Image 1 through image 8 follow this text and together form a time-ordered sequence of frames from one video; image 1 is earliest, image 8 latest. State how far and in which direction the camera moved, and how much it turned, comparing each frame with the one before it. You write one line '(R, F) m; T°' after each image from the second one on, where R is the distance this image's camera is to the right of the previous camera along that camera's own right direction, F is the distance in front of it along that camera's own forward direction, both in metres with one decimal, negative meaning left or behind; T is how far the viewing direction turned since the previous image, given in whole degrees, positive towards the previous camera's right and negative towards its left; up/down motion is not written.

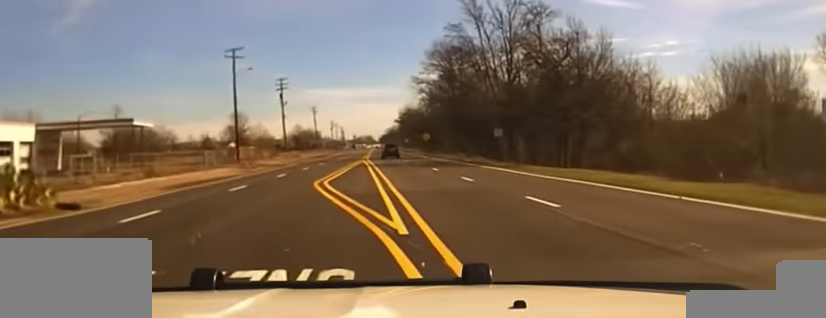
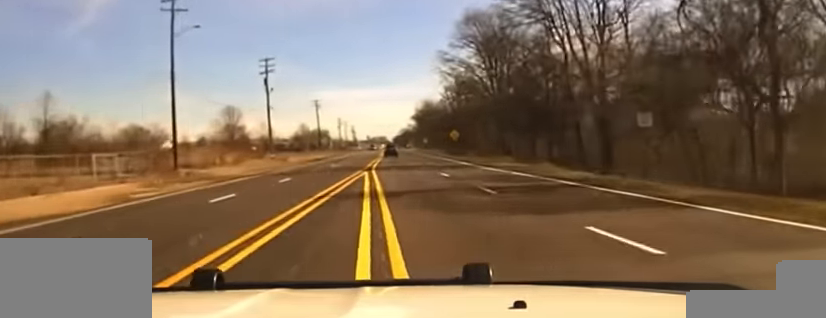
(-0.3, +30.5) m; -1°
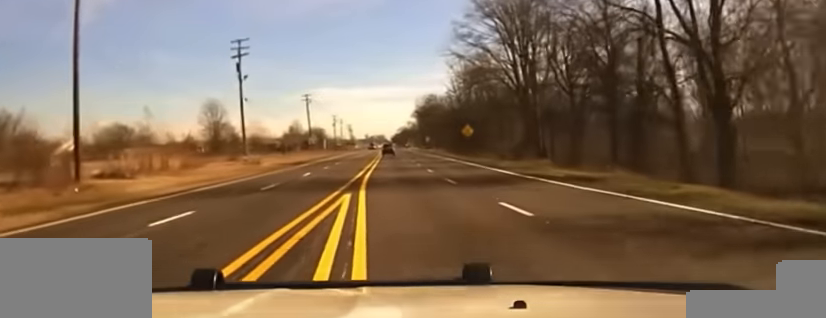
(0.0, +15.9) m; 0°
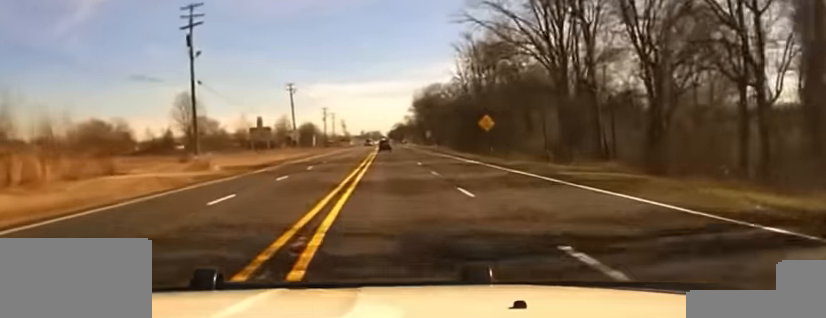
(0.0, +17.7) m; 0°
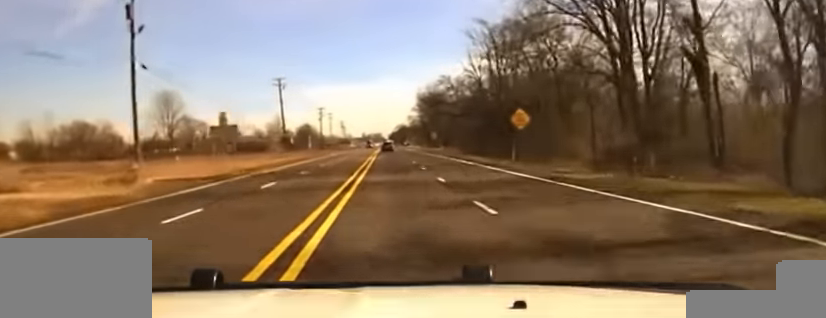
(0.0, +14.7) m; +1°
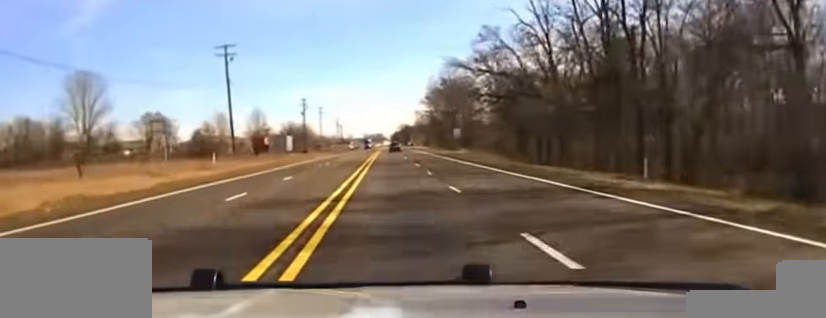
(+0.7, +42.3) m; +2°
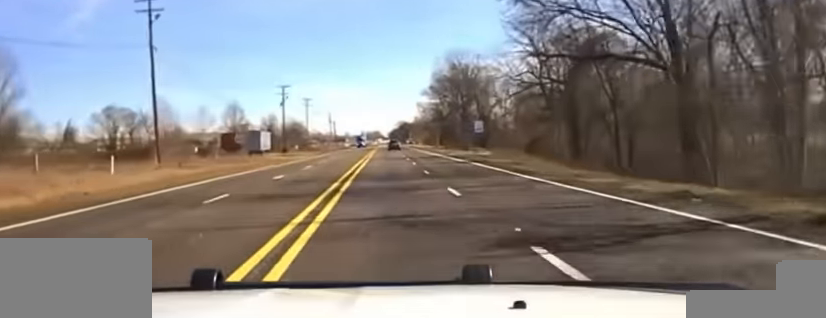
(+0.3, +25.2) m; -1°
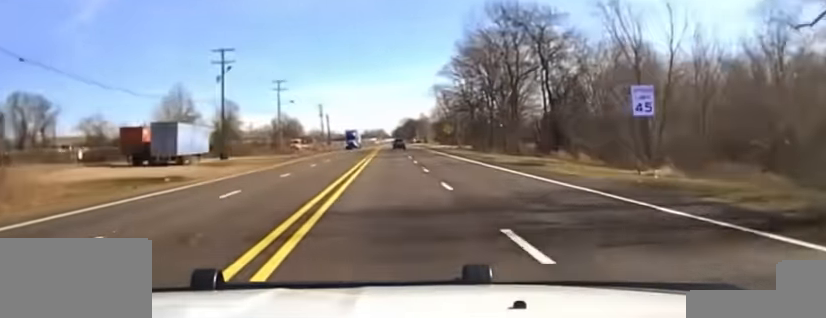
(-1.1, +50.1) m; -1°
